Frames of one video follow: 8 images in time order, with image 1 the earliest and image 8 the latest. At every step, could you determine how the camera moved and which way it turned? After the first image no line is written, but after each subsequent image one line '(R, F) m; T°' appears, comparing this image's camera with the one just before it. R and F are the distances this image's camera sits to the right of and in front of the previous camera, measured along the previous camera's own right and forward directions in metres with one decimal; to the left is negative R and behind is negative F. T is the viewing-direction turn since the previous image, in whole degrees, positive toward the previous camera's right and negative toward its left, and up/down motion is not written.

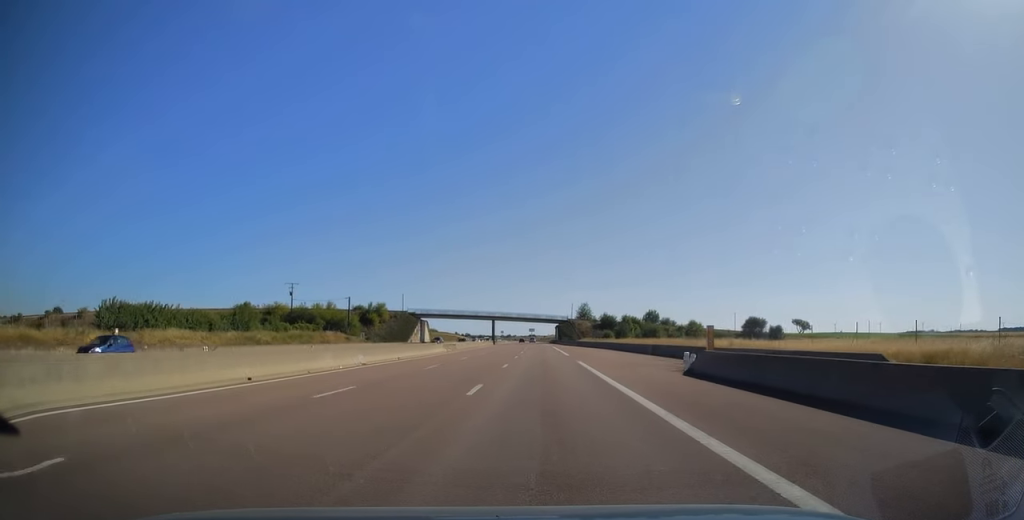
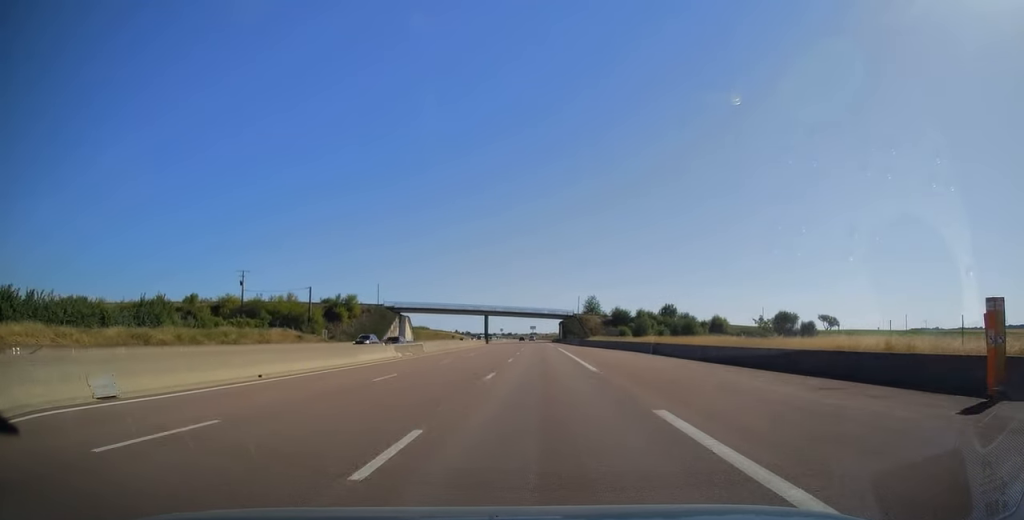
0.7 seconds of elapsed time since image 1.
(-0.1, +21.9) m; 0°
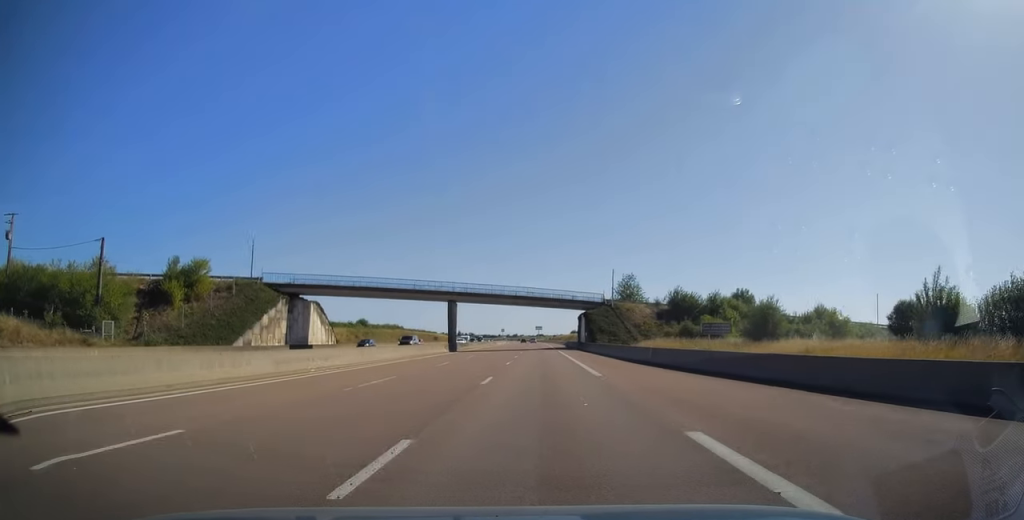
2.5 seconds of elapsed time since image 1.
(+0.3, +53.9) m; 0°
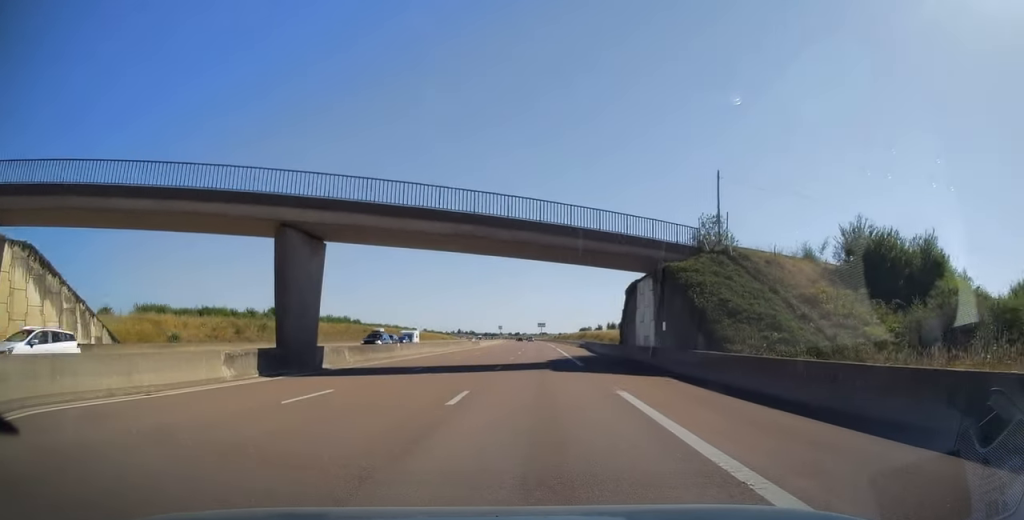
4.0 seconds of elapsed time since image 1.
(-0.5, +45.7) m; -1°
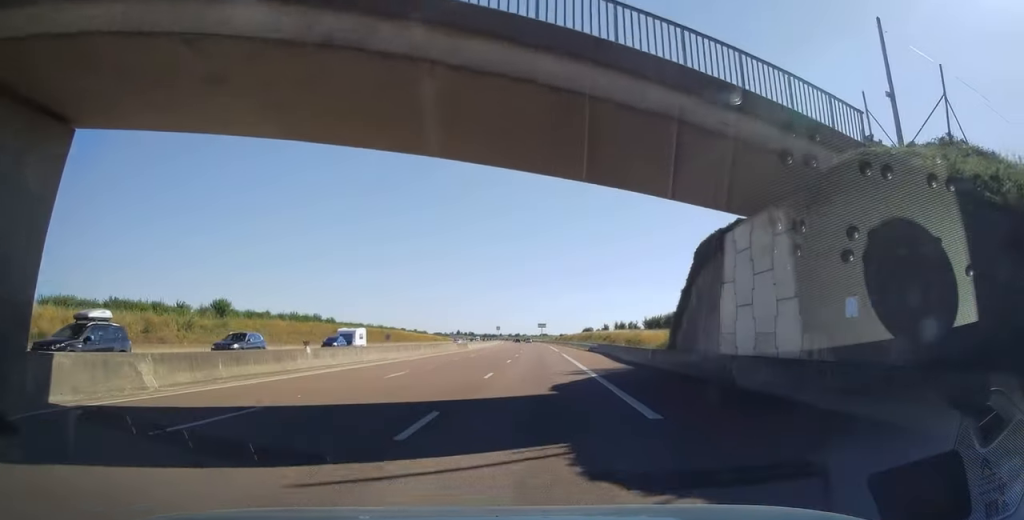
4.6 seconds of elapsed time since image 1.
(0.0, +17.3) m; 0°
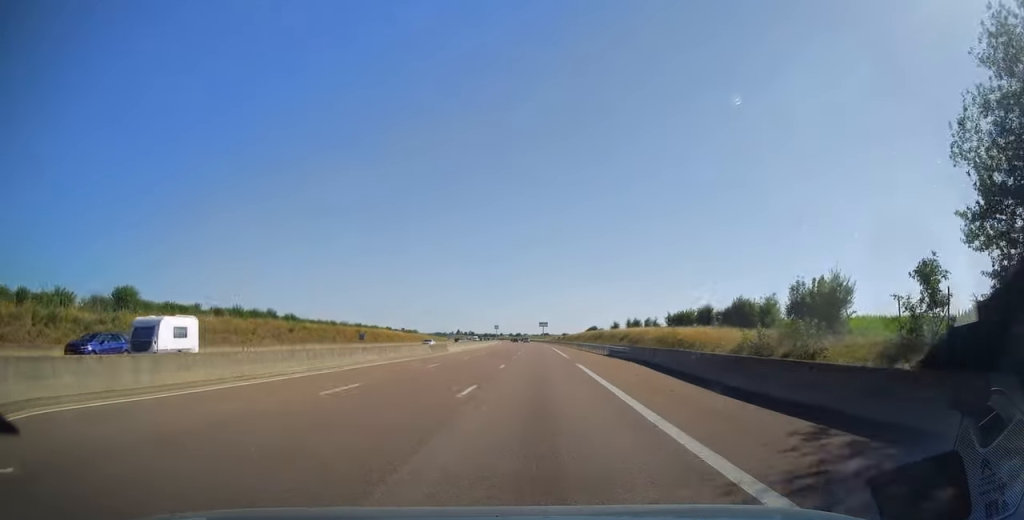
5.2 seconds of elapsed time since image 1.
(0.0, +19.9) m; 0°
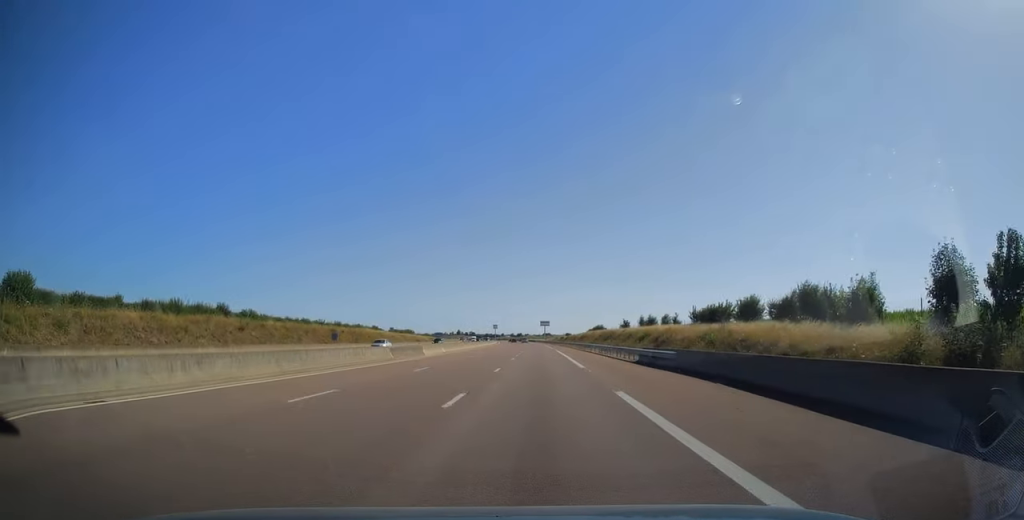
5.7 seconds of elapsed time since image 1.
(0.0, +15.3) m; 0°
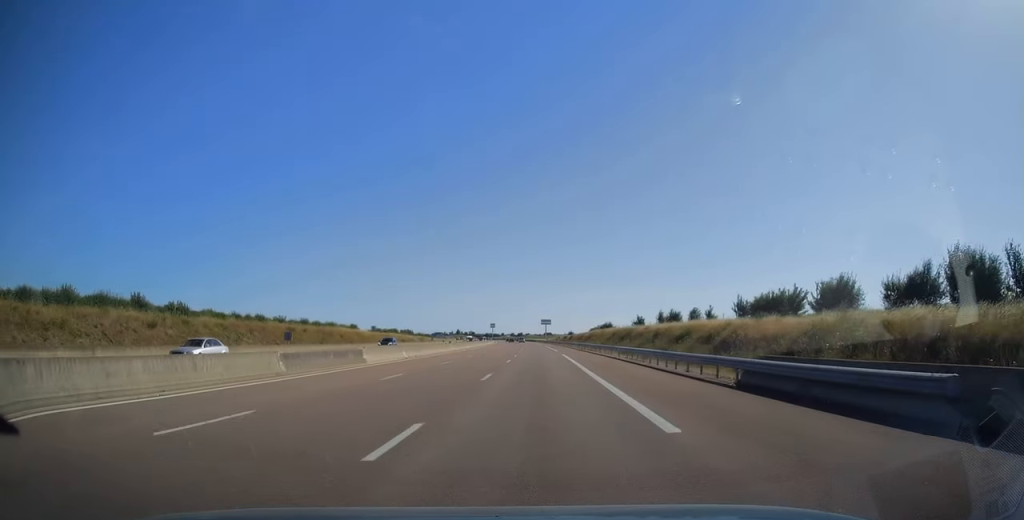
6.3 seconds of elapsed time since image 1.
(-0.1, +18.3) m; 0°
